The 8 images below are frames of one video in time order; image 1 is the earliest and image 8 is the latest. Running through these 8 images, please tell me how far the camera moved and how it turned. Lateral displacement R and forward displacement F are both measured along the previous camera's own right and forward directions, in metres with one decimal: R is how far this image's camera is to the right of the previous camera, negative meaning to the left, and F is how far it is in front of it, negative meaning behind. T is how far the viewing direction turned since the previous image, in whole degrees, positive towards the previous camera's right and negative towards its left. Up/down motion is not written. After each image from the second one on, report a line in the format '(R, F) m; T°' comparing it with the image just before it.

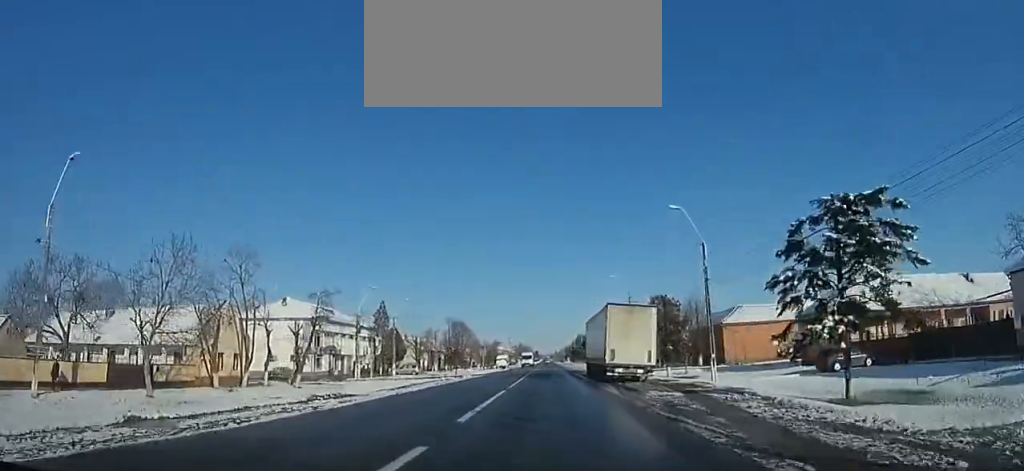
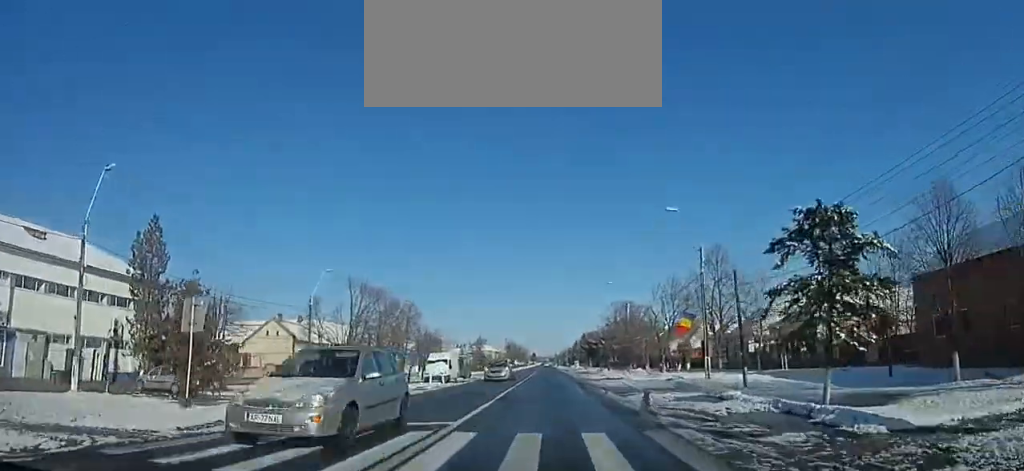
(-0.7, +54.3) m; +1°
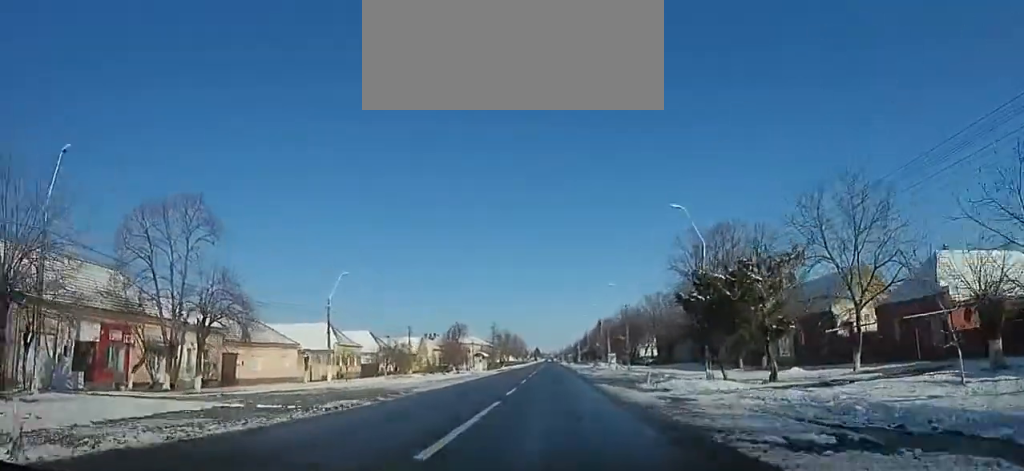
(+1.5, +56.4) m; +1°
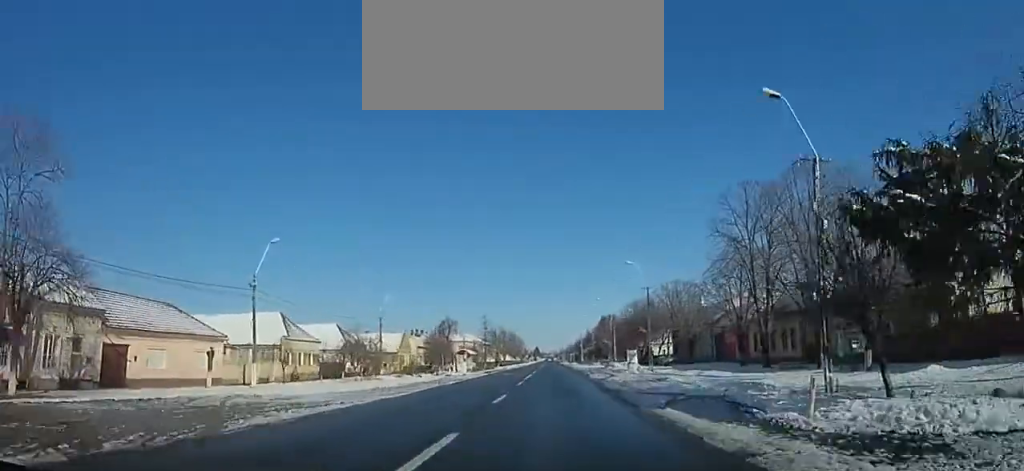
(-0.4, +13.4) m; -1°
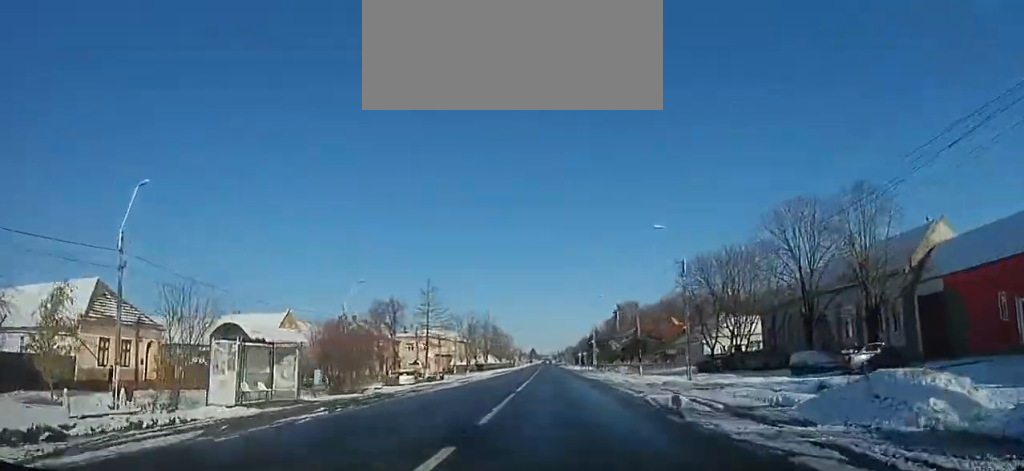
(-0.3, +42.3) m; 0°
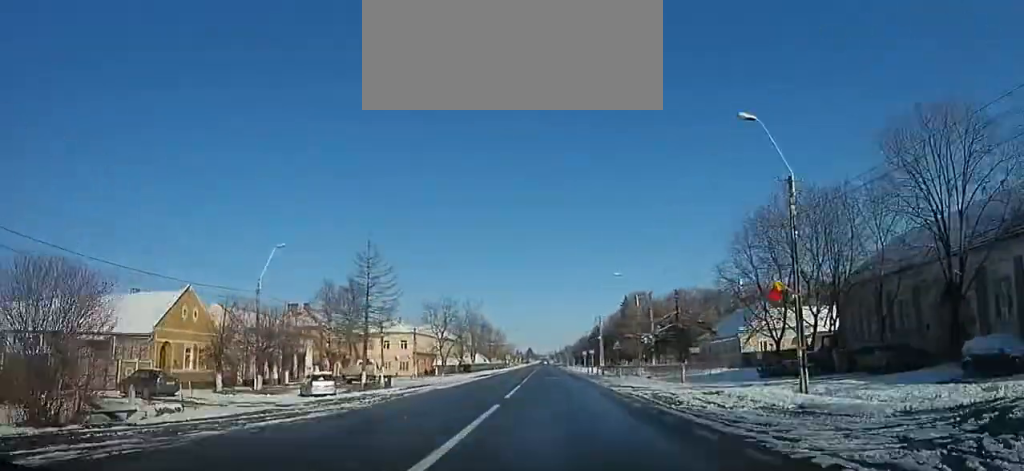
(-0.1, +16.0) m; 0°
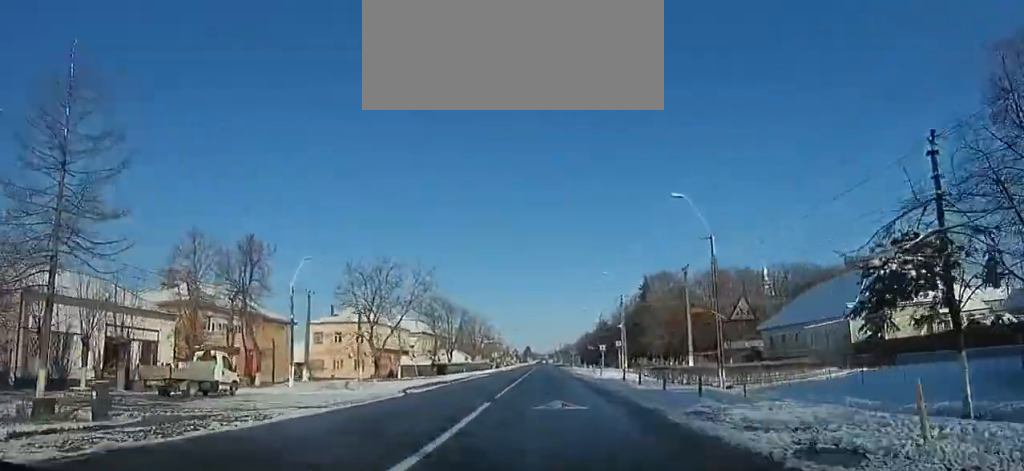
(+0.2, +23.4) m; +1°
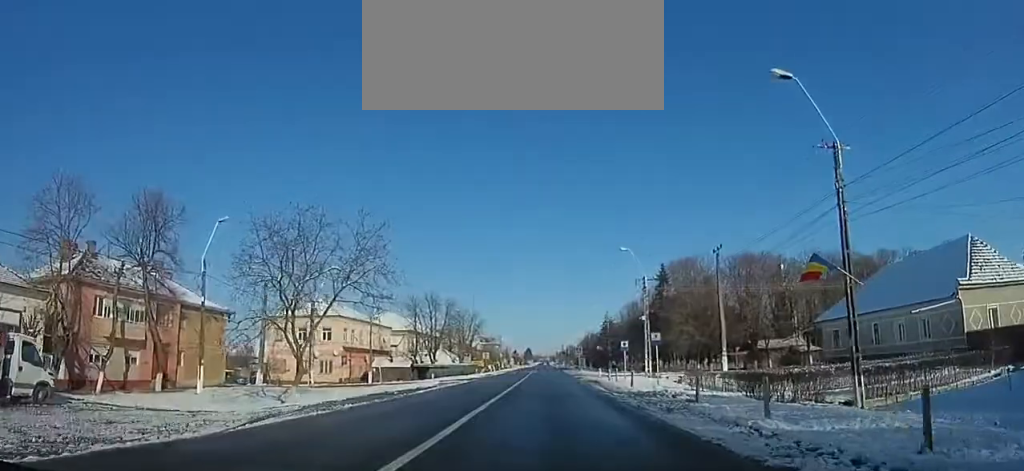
(+0.1, +12.1) m; 0°
